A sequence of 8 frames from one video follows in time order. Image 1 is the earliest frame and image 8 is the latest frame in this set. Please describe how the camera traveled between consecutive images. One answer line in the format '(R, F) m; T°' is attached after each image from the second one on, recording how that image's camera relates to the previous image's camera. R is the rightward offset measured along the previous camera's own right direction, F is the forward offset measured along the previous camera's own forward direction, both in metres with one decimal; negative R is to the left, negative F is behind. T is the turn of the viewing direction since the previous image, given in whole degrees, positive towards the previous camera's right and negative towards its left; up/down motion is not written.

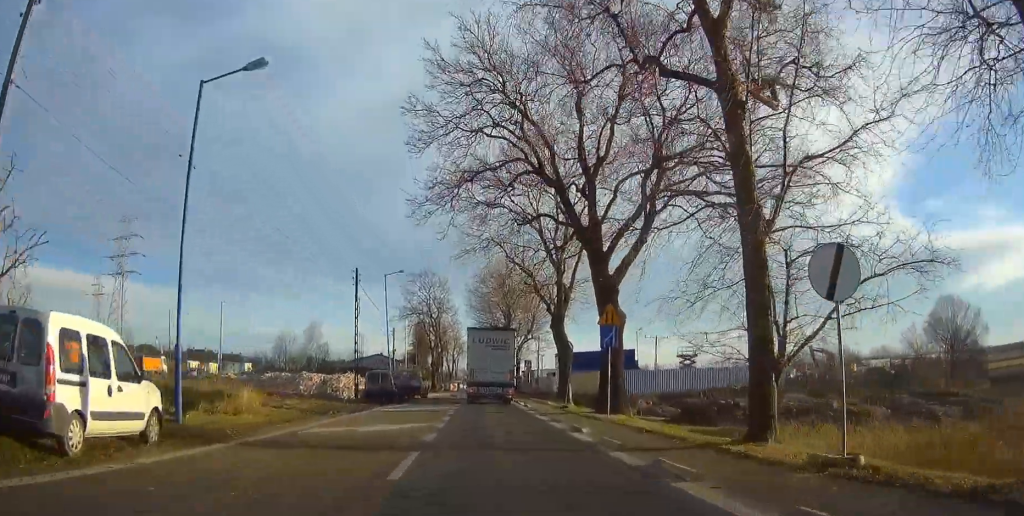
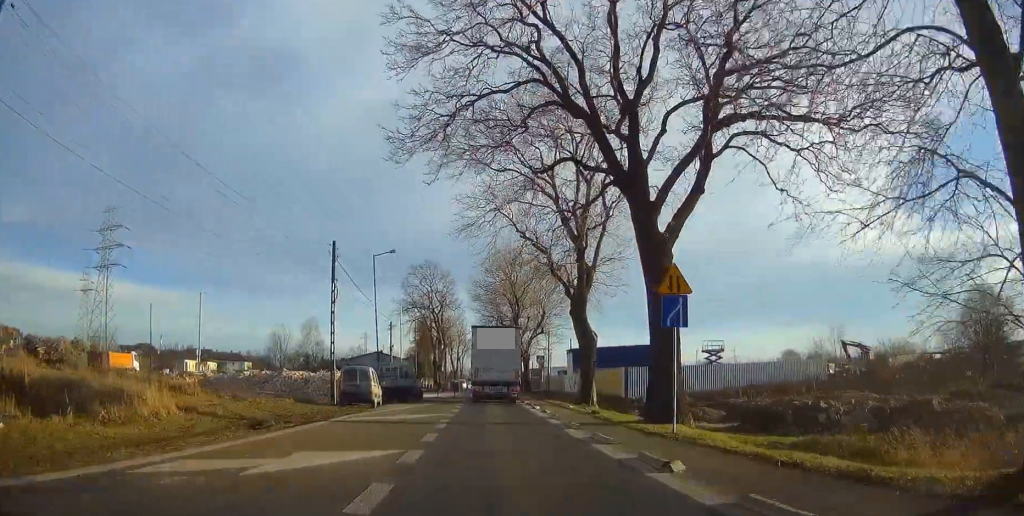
(0.0, +8.0) m; 0°
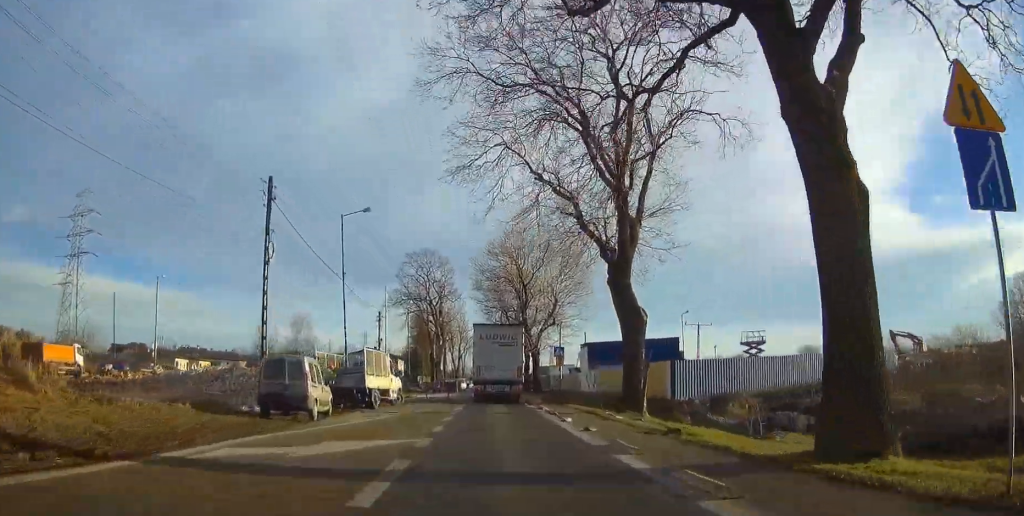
(0.0, +11.4) m; 0°
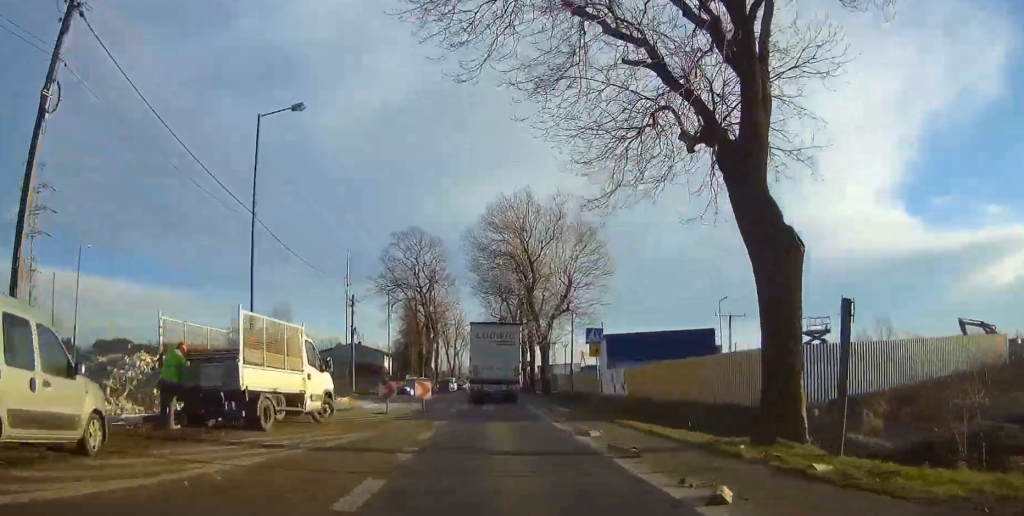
(0.0, +14.6) m; 0°
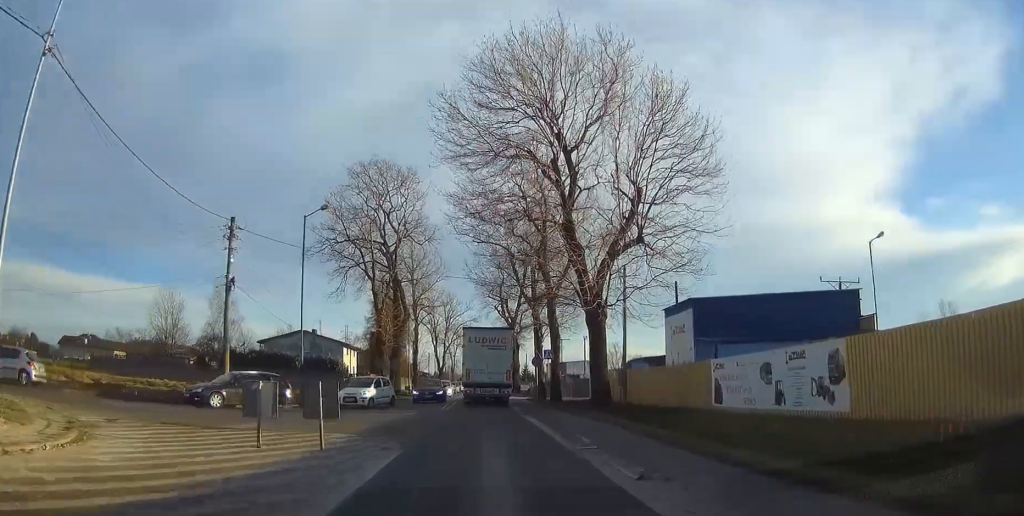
(+0.2, +29.6) m; 0°
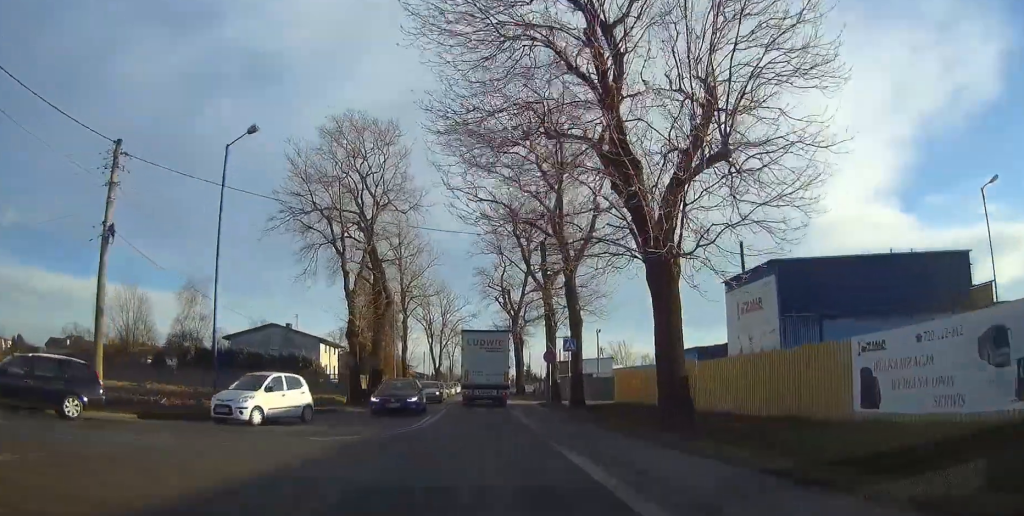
(0.0, +11.8) m; 0°
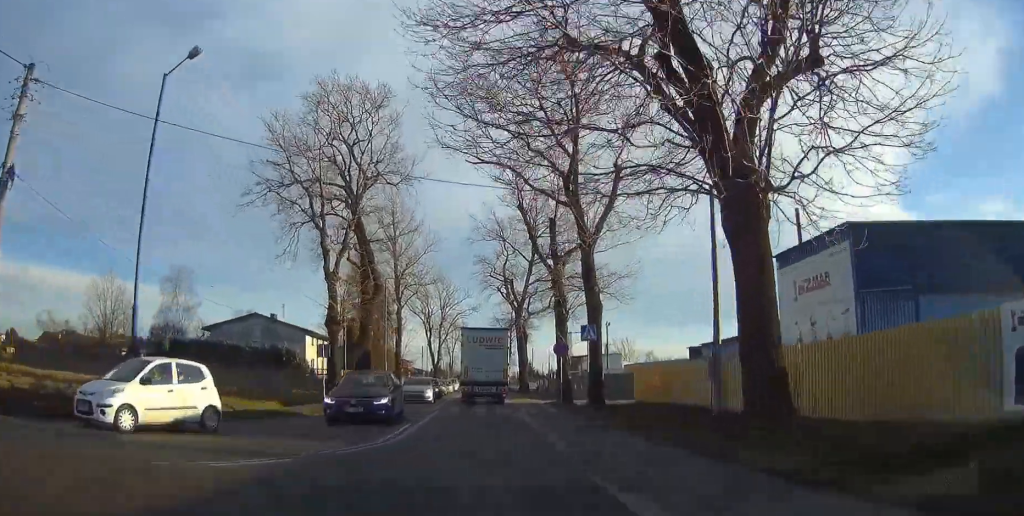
(0.0, +6.1) m; 0°
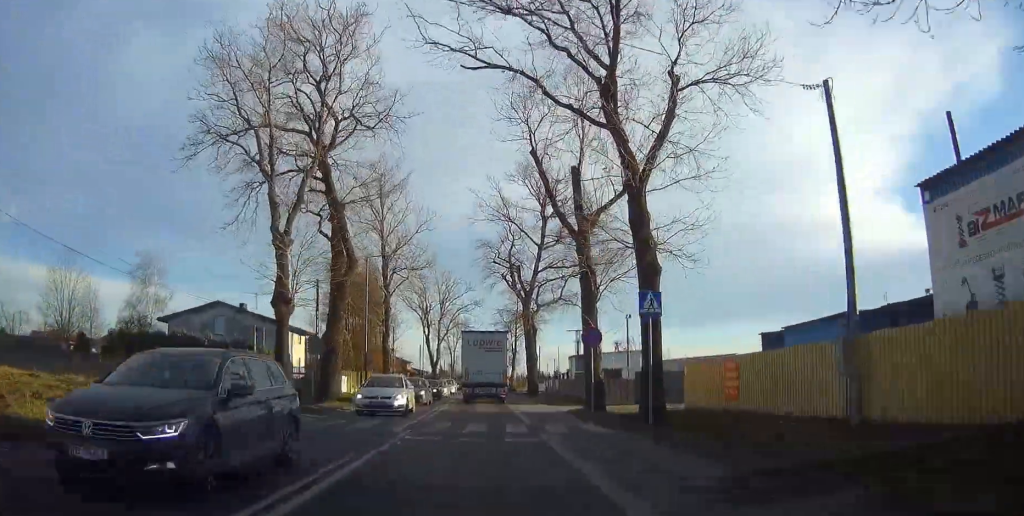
(0.0, +10.3) m; 0°
